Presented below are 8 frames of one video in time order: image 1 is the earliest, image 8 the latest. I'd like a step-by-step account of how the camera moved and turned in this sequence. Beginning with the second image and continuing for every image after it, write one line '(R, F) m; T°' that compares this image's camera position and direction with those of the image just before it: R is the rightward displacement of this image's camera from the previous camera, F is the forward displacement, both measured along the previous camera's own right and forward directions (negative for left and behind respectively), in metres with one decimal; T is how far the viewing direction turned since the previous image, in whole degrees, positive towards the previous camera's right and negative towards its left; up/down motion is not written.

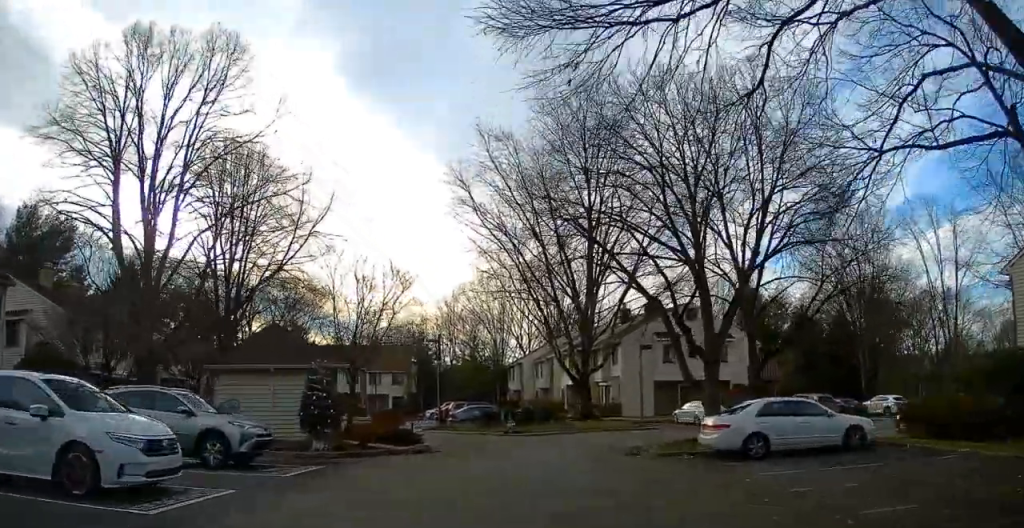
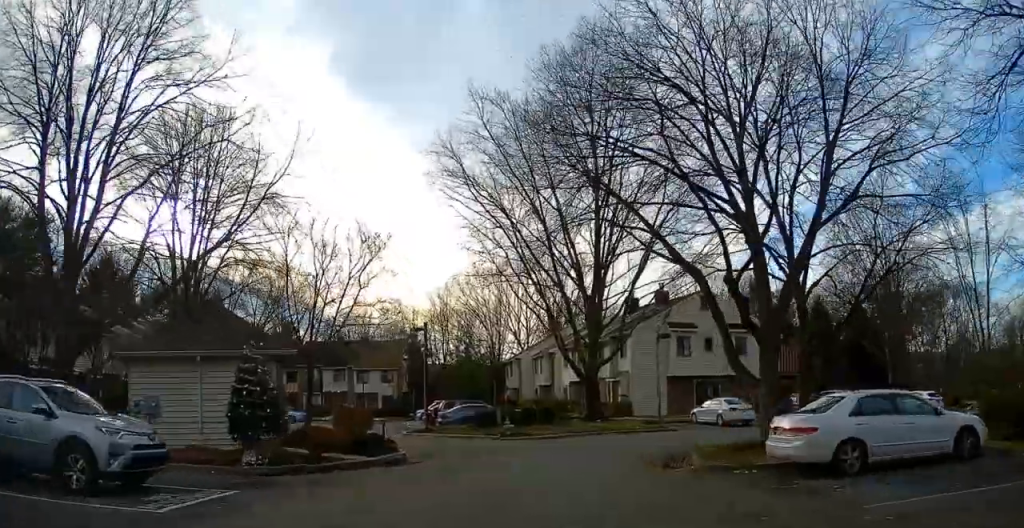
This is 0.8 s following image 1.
(+0.2, +5.0) m; -1°
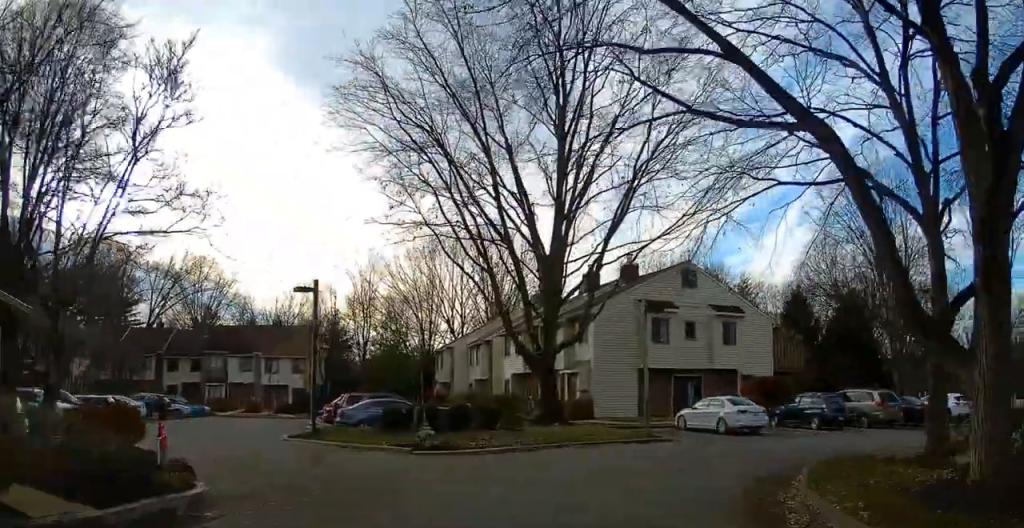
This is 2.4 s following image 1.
(+0.9, +10.6) m; +15°
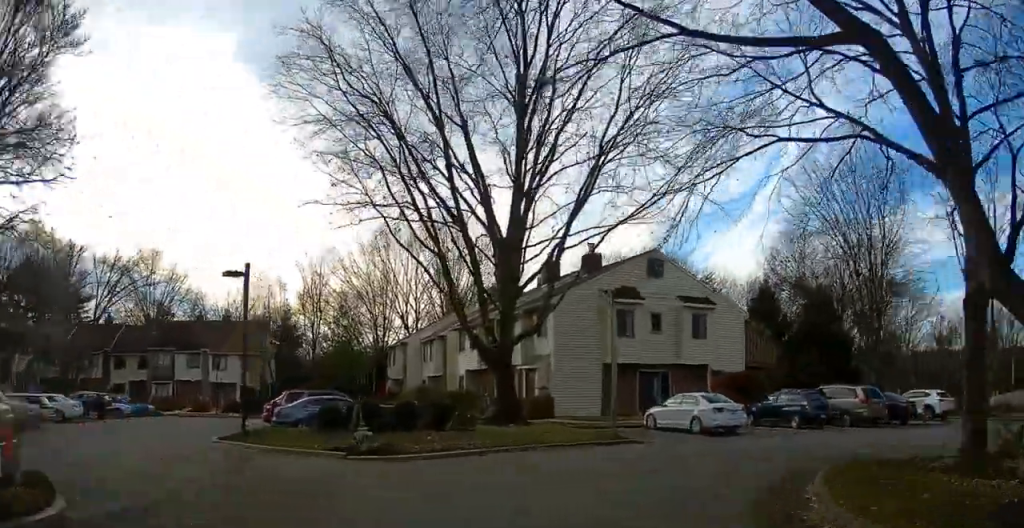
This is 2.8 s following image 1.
(+0.3, +2.8) m; +5°
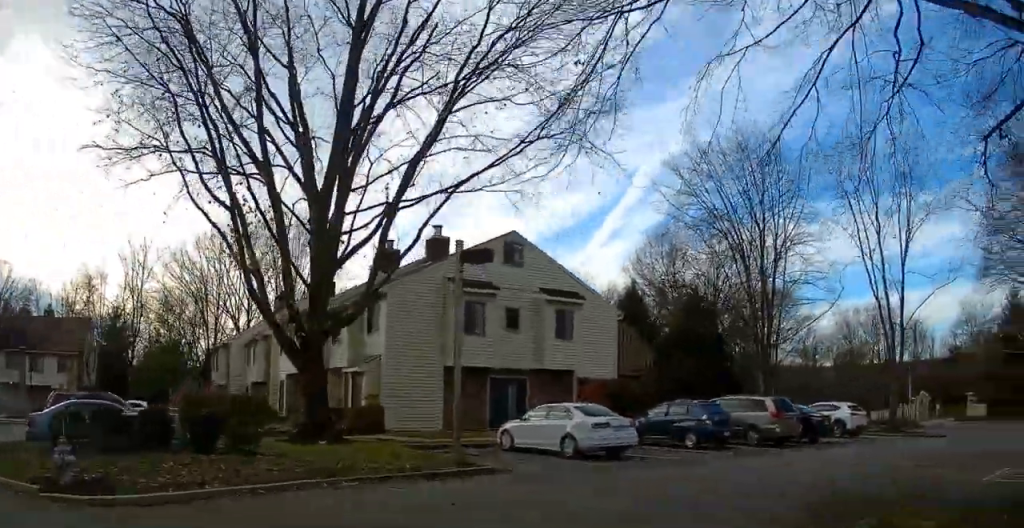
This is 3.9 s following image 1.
(+0.1, +4.7) m; +6°
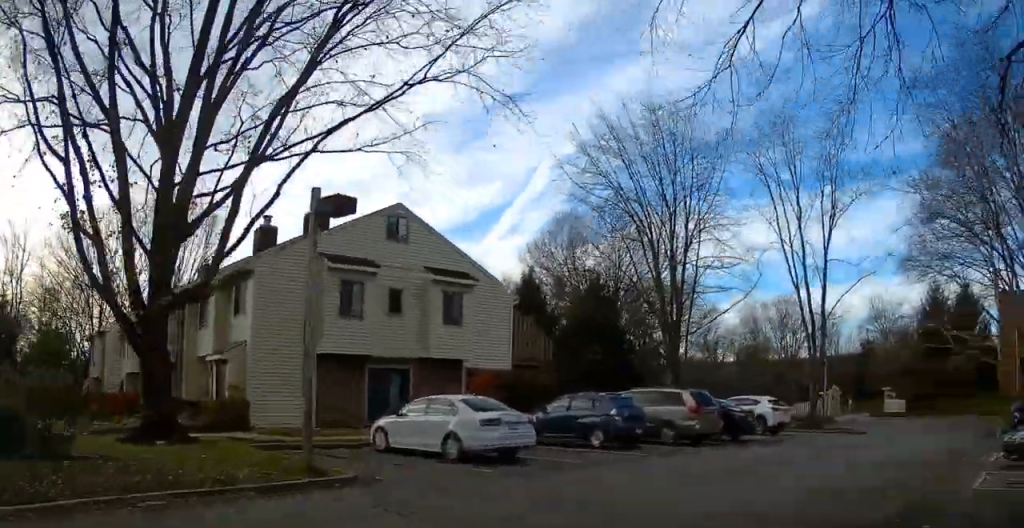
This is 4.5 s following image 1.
(+0.2, +3.0) m; +6°
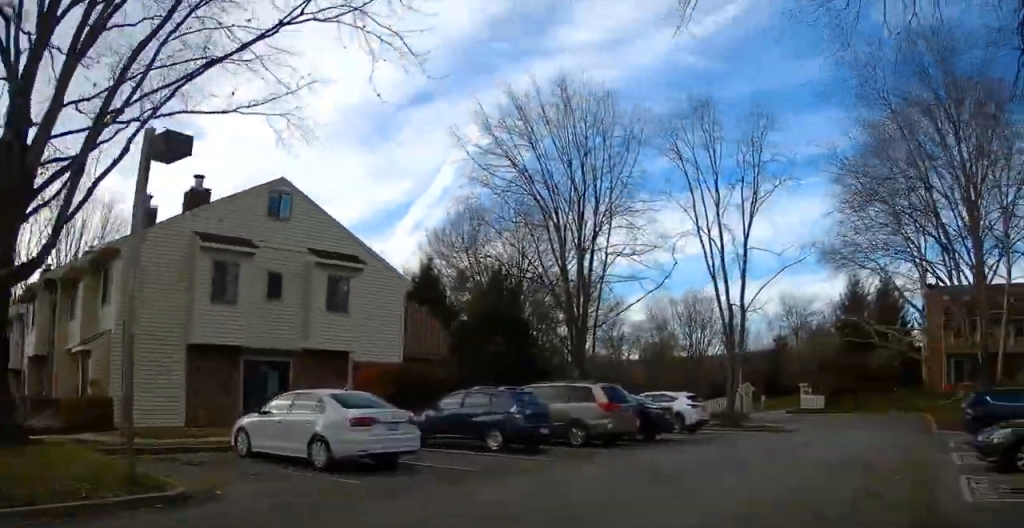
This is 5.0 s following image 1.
(0.0, +2.5) m; +5°
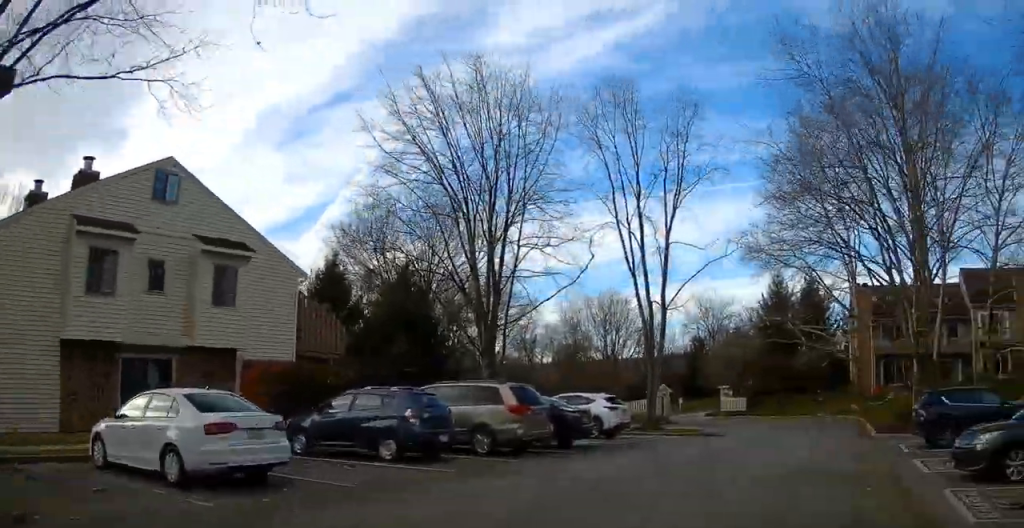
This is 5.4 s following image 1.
(+0.2, +2.2) m; +9°
